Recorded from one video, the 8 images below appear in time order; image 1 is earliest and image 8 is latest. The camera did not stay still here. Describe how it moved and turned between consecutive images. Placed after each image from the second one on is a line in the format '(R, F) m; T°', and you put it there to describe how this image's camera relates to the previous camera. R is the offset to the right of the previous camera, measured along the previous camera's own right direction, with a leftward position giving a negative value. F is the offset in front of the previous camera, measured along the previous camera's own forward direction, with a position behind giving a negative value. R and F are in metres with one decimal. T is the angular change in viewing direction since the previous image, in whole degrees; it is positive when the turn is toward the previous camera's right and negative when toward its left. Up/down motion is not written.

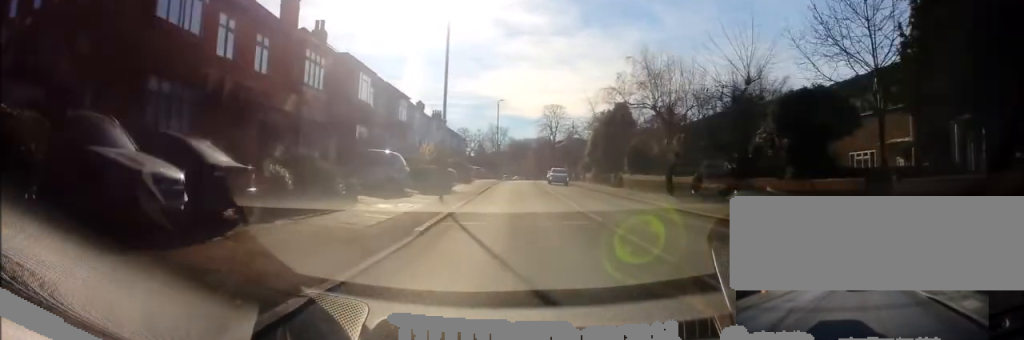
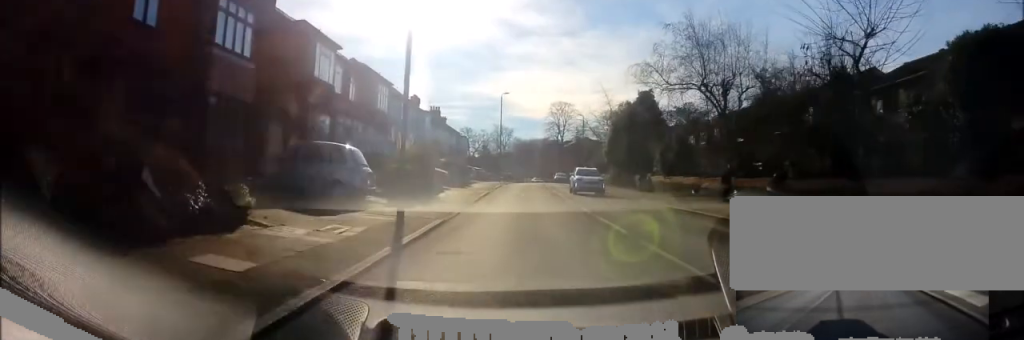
(+0.1, +8.0) m; 0°
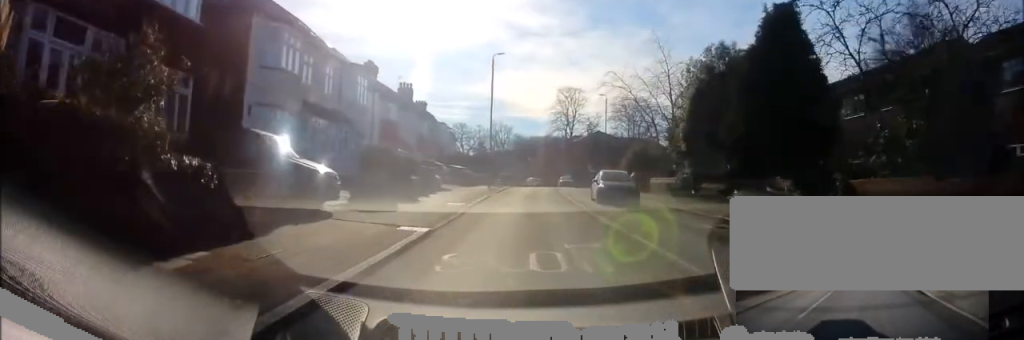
(-0.1, +22.7) m; 0°
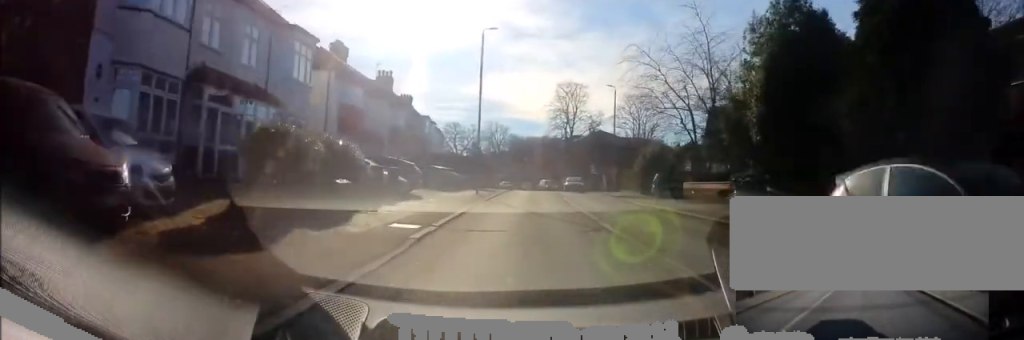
(0.0, +8.4) m; 0°
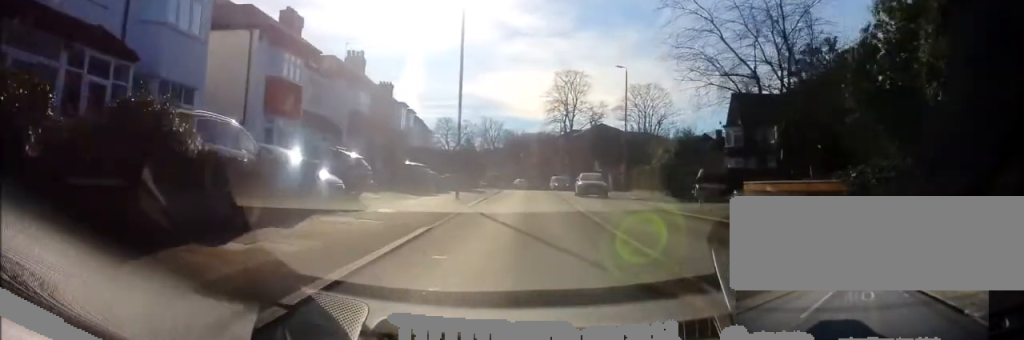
(0.0, +8.6) m; +1°
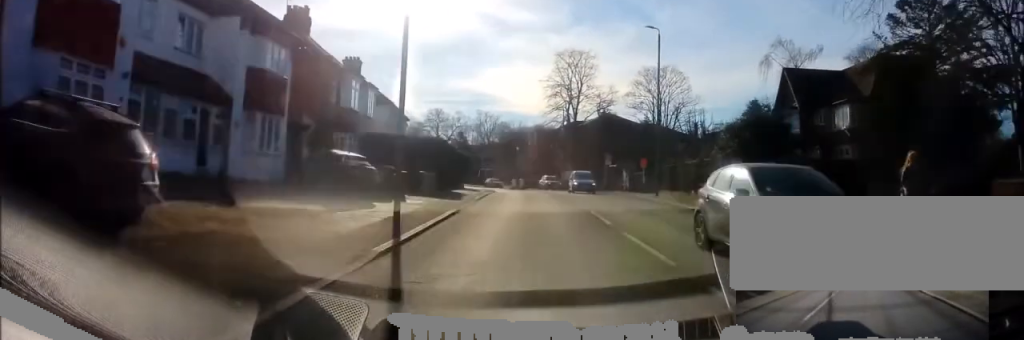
(+0.3, +12.1) m; 0°
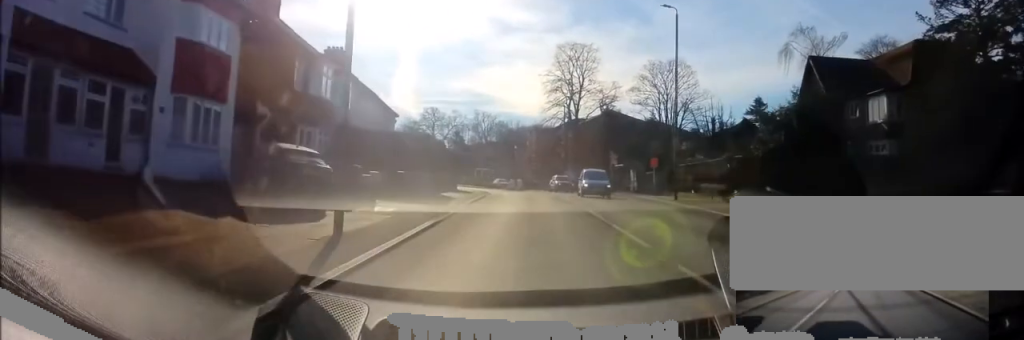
(-0.1, +4.6) m; -1°
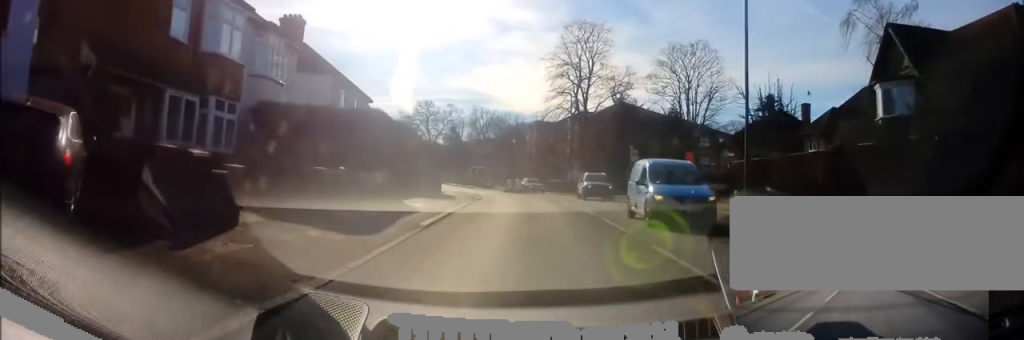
(-0.2, +9.6) m; -1°
